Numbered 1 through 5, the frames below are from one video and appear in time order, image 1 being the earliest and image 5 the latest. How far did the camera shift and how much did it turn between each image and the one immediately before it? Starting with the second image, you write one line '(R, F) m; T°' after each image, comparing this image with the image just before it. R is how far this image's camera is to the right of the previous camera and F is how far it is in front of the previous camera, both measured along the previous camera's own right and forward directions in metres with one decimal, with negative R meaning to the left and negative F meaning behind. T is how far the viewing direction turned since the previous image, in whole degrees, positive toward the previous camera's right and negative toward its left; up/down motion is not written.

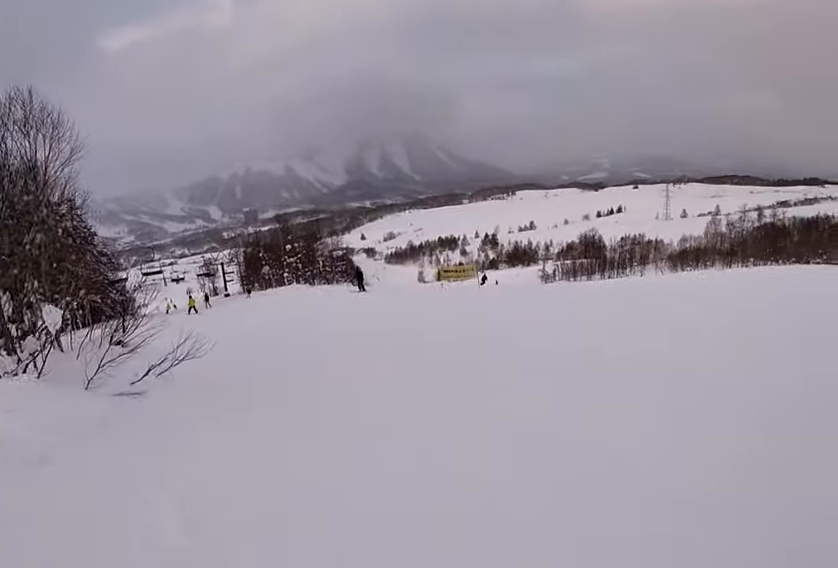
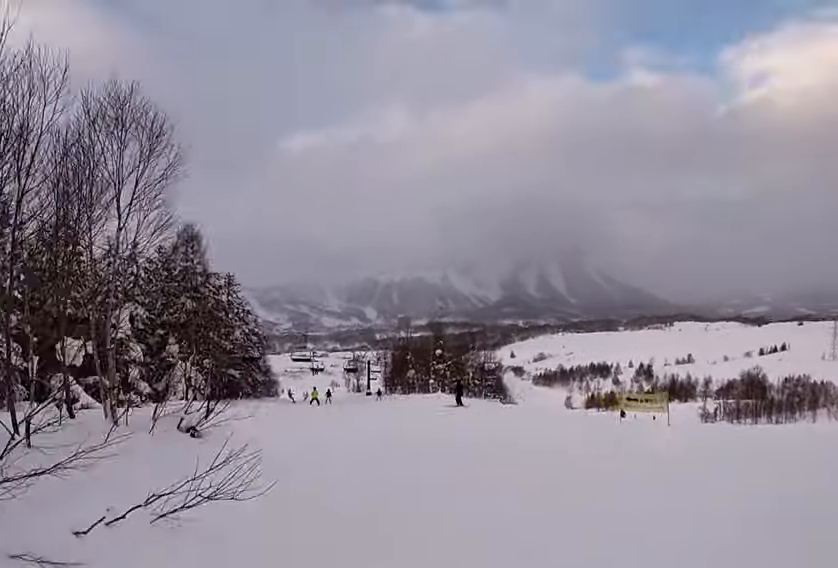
(-0.1, +3.4) m; -4°
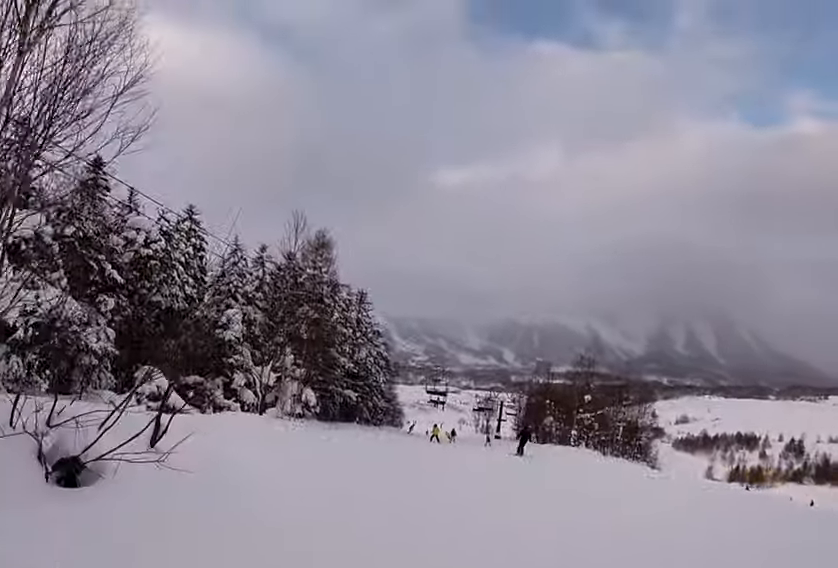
(-0.3, +4.2) m; -5°
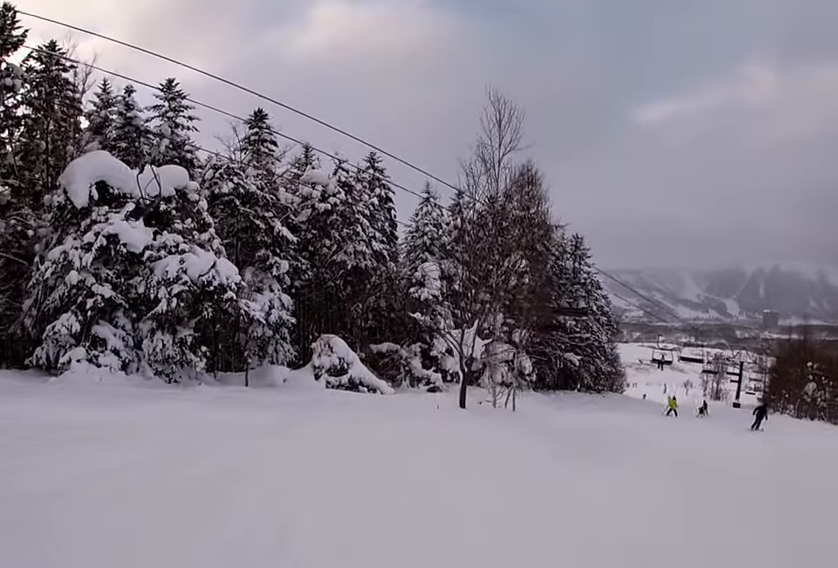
(-0.1, +5.1) m; -19°
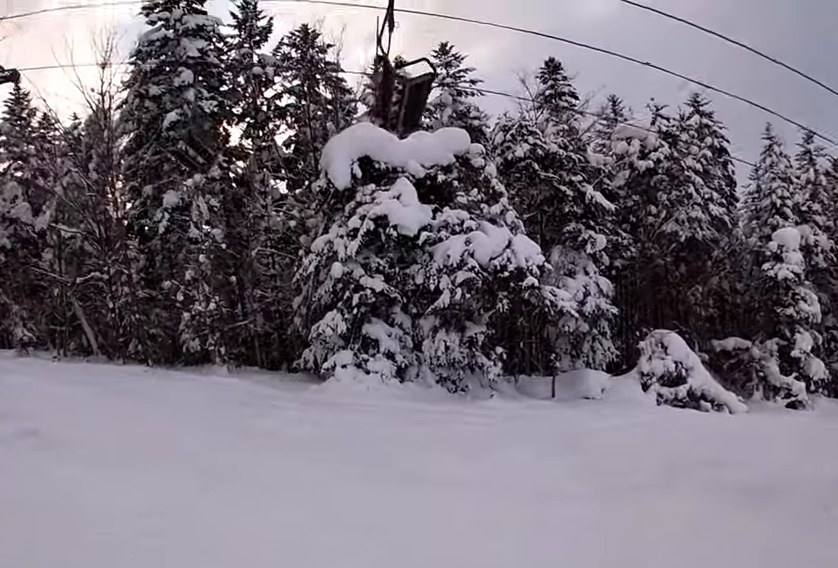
(-2.5, +4.6) m; -34°
